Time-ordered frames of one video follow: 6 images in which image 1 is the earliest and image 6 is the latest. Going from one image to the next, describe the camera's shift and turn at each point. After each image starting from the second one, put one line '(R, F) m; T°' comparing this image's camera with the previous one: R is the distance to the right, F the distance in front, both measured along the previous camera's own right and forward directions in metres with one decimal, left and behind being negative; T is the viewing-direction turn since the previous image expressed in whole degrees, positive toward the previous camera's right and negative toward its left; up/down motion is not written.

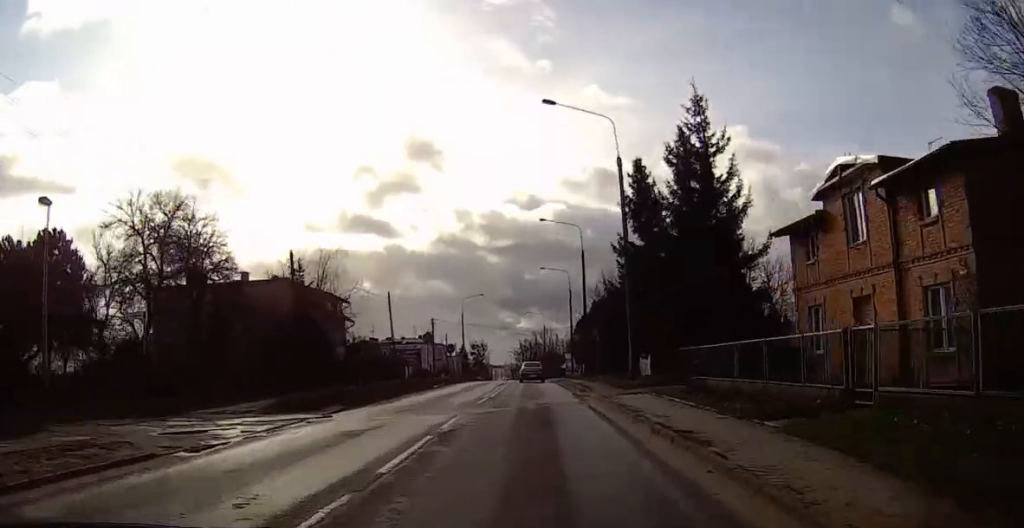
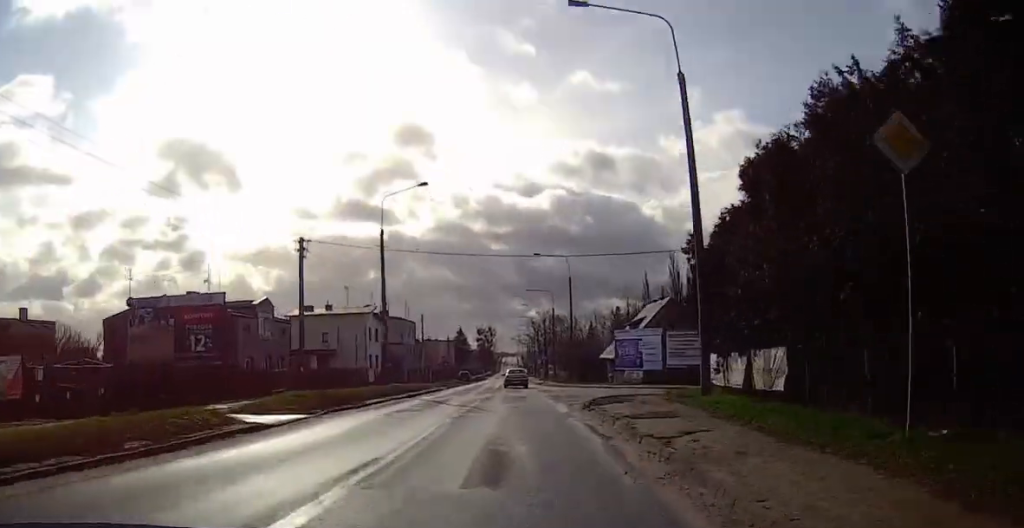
(0.0, +67.5) m; 0°
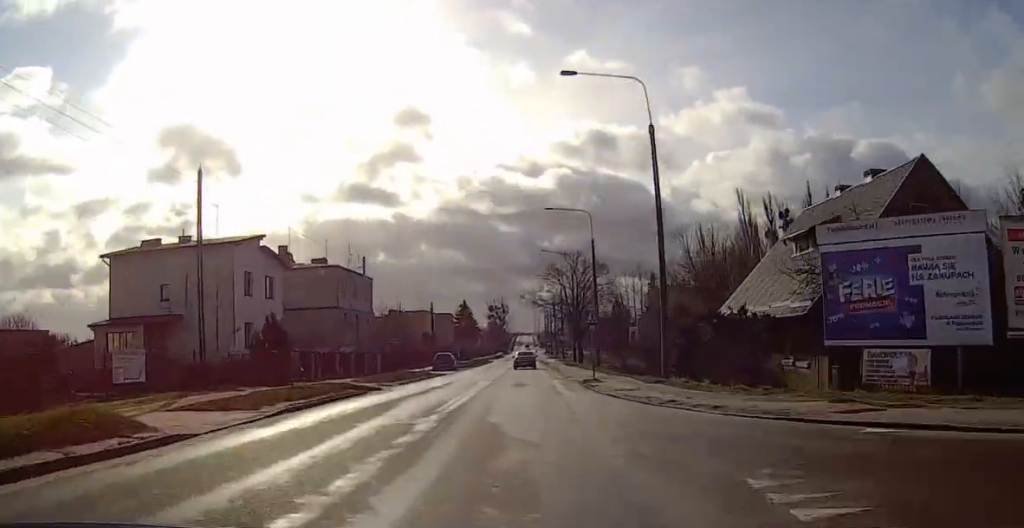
(0.0, +47.4) m; 0°
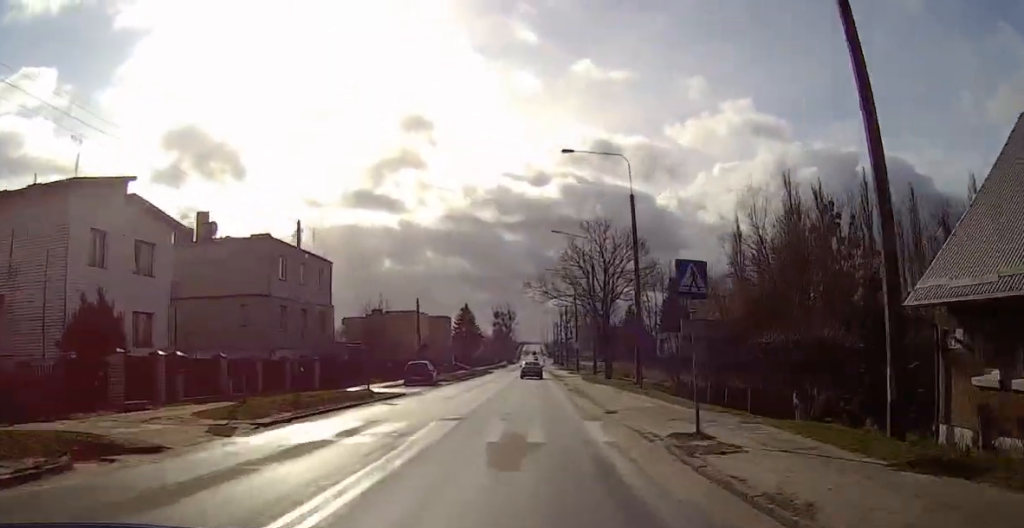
(0.0, +19.8) m; 0°
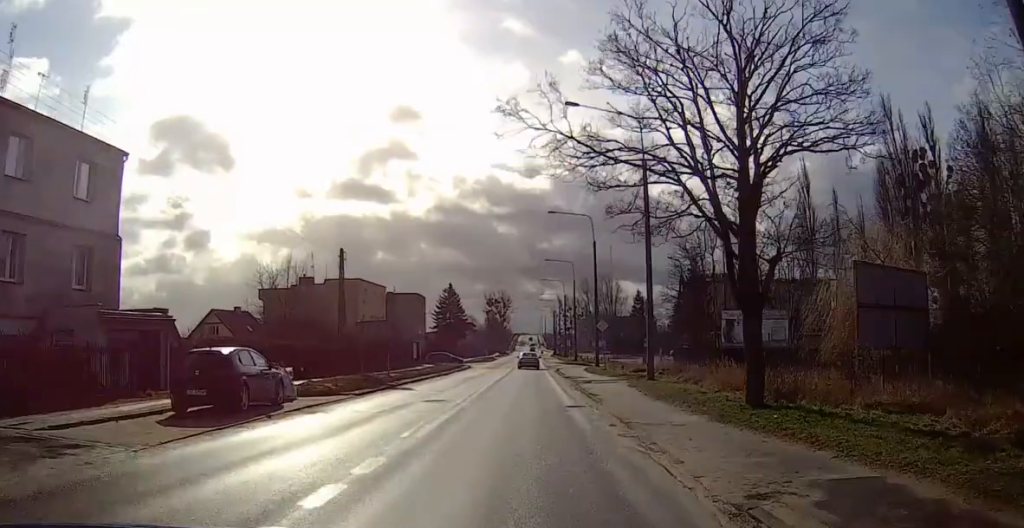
(0.0, +33.7) m; 0°
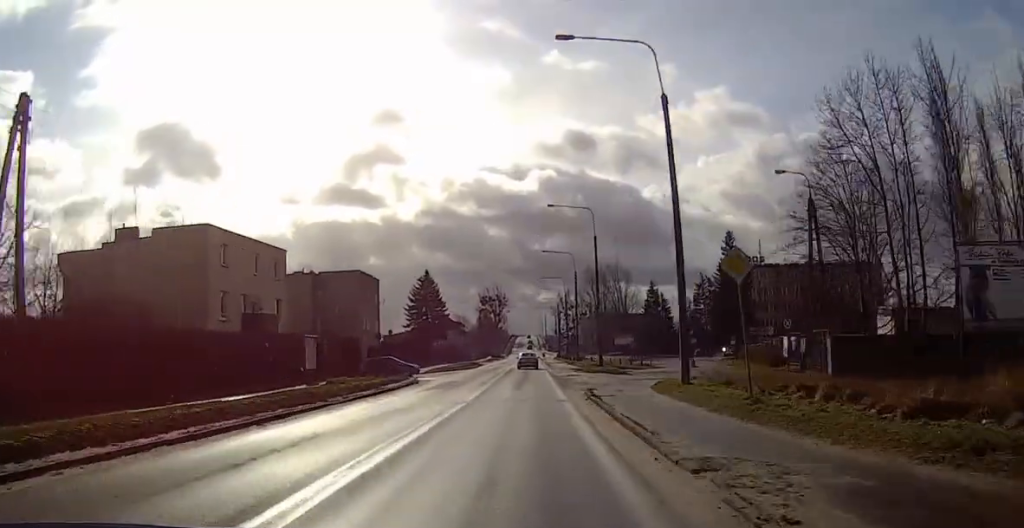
(0.0, +35.3) m; 0°
